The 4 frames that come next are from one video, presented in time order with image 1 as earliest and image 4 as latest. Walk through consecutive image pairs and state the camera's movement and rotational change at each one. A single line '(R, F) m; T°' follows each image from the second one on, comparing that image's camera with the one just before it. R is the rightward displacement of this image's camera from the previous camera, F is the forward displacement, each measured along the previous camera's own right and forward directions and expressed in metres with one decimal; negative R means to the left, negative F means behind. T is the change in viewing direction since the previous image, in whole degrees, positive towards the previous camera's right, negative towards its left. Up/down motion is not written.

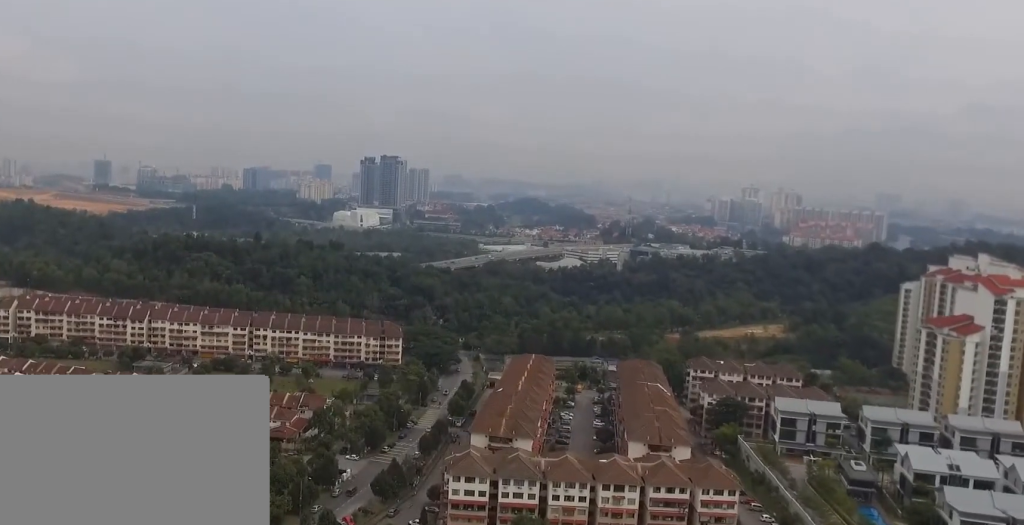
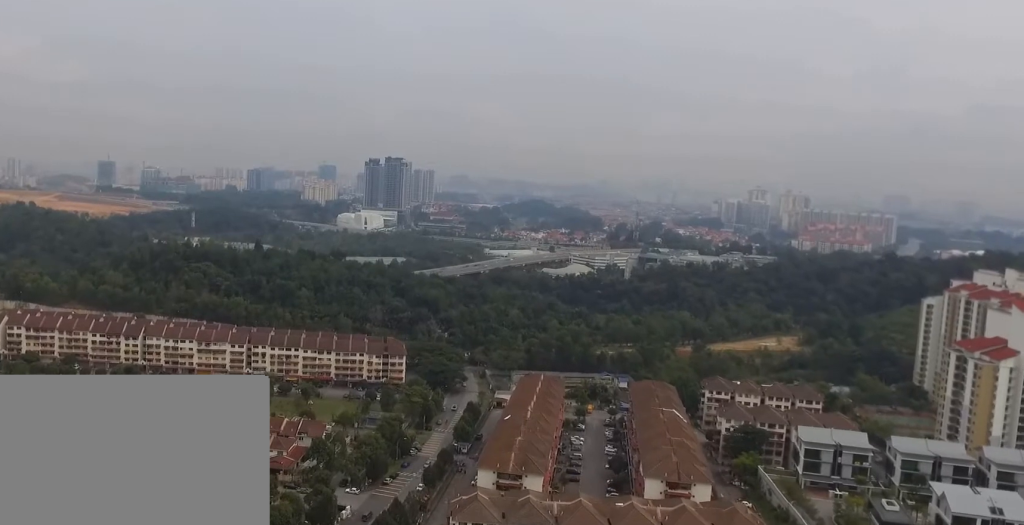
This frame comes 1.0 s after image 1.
(+0.1, +13.7) m; +1°
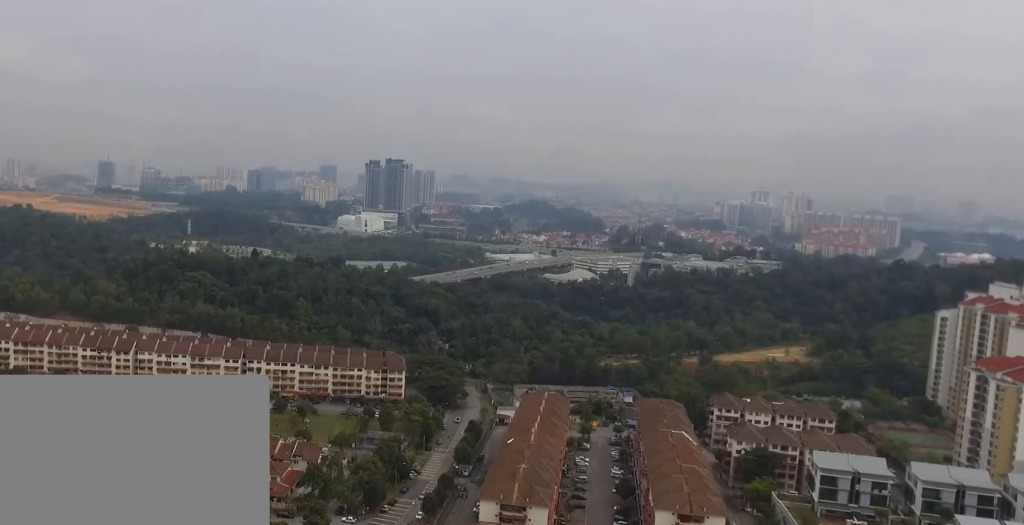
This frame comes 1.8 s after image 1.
(+0.1, +10.7) m; 0°
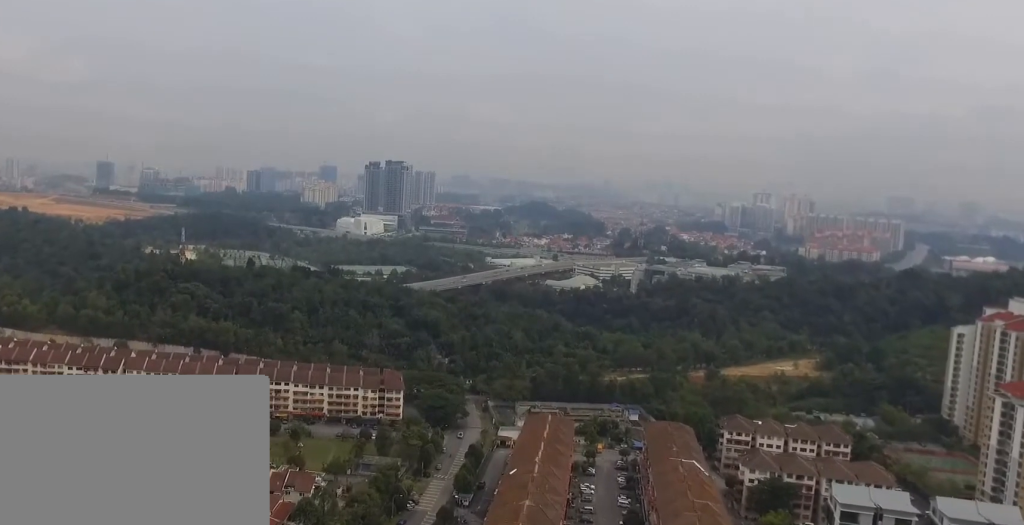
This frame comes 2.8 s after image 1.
(0.0, +13.0) m; 0°
